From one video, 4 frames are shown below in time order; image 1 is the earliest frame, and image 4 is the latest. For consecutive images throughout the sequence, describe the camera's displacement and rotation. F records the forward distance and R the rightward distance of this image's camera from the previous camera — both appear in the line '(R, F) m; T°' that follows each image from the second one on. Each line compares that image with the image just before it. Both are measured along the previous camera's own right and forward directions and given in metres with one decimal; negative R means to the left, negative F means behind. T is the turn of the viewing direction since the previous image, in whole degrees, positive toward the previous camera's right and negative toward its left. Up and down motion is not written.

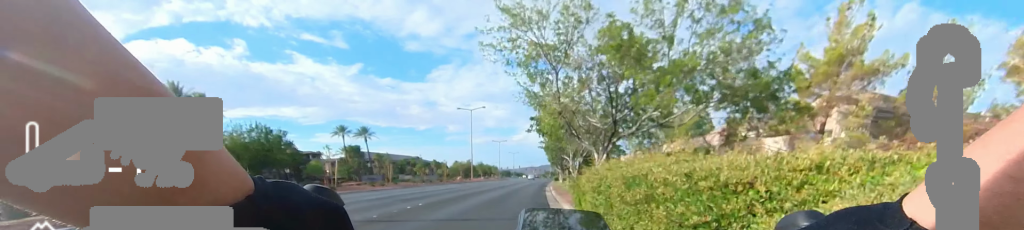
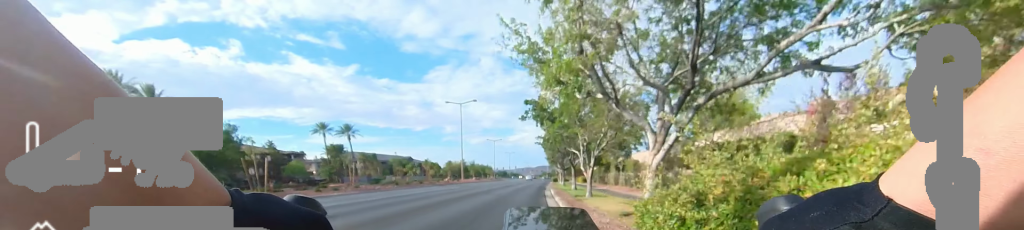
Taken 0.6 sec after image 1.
(0.0, +5.6) m; 0°
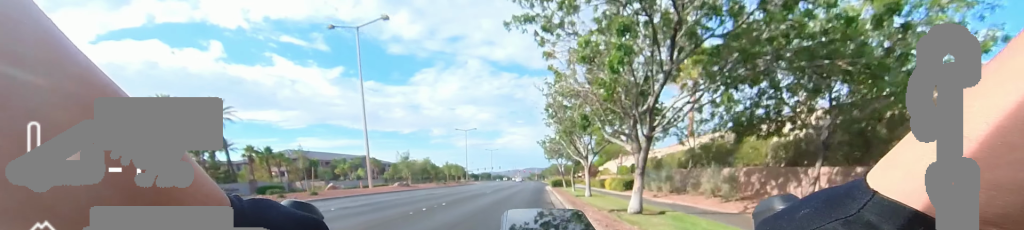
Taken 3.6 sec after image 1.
(0.0, +27.8) m; 0°
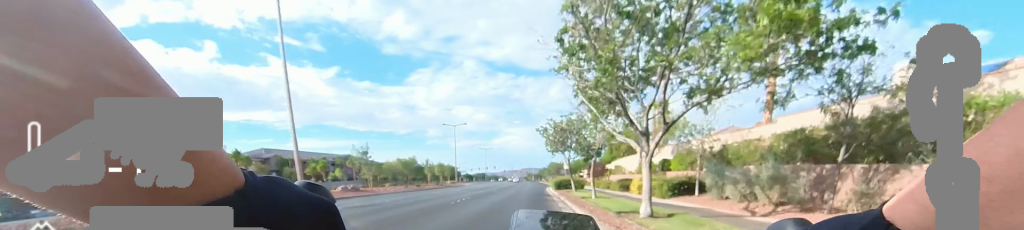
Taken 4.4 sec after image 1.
(0.0, +8.0) m; 0°
